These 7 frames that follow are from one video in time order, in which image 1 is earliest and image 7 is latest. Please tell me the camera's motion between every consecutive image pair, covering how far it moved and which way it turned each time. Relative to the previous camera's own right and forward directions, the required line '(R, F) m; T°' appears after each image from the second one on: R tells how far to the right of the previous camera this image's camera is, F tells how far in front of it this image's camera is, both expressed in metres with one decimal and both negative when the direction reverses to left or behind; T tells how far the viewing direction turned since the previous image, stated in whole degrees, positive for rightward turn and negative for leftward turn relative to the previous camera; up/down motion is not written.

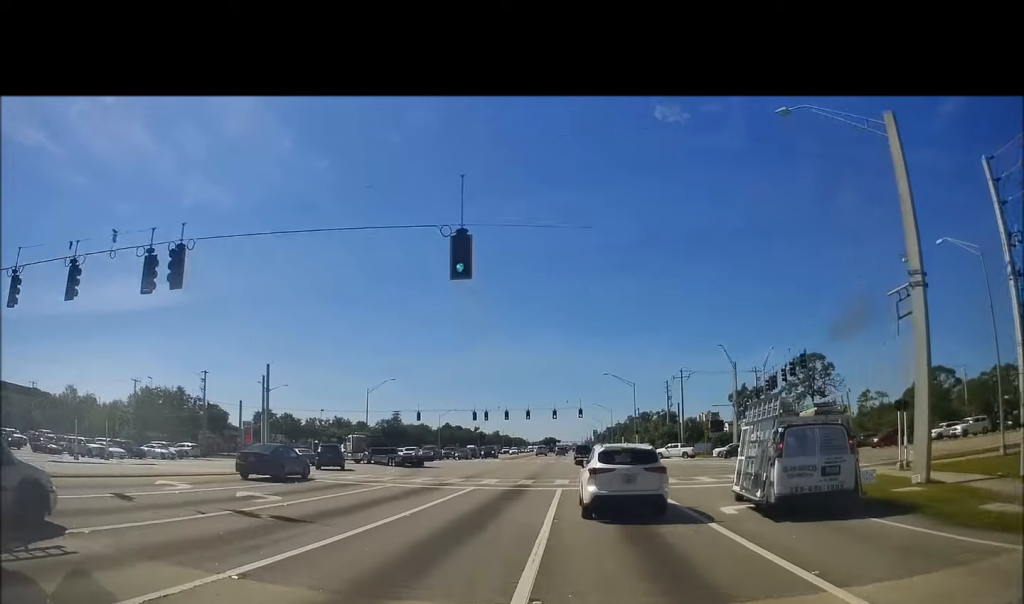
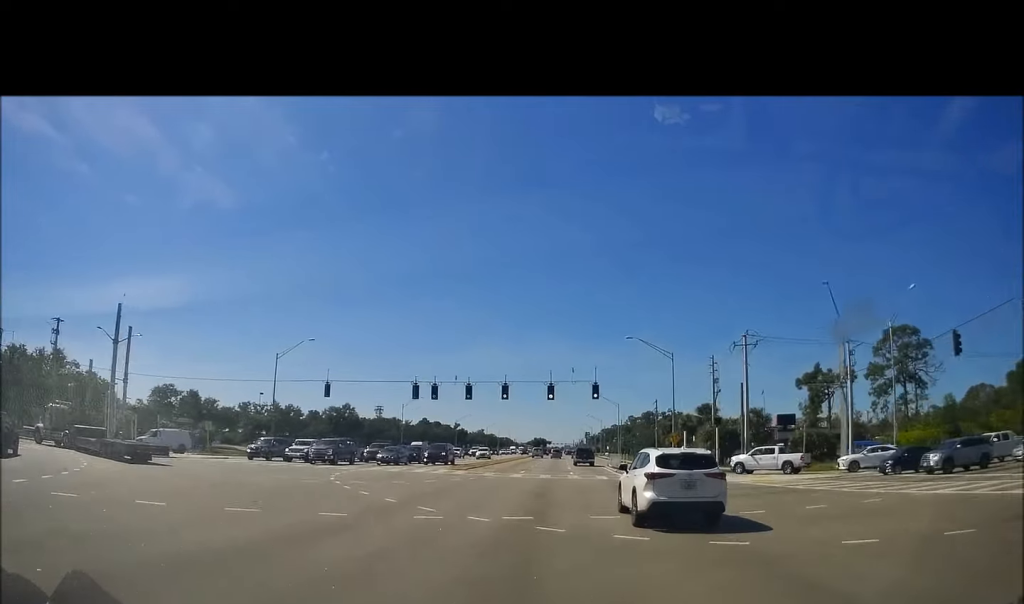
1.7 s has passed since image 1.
(-0.6, +33.8) m; -2°
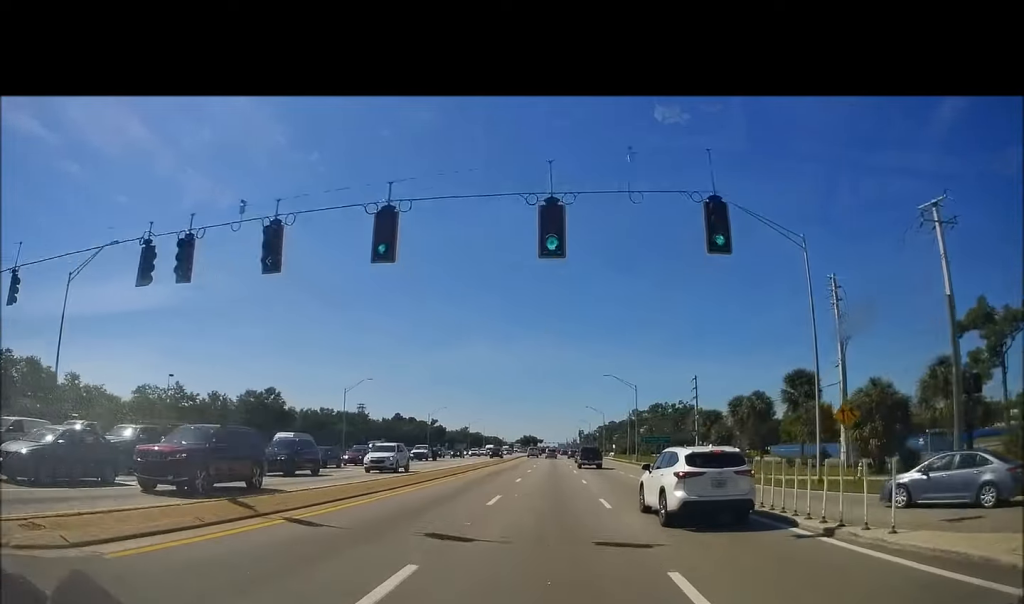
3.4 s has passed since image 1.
(0.0, +36.4) m; 0°
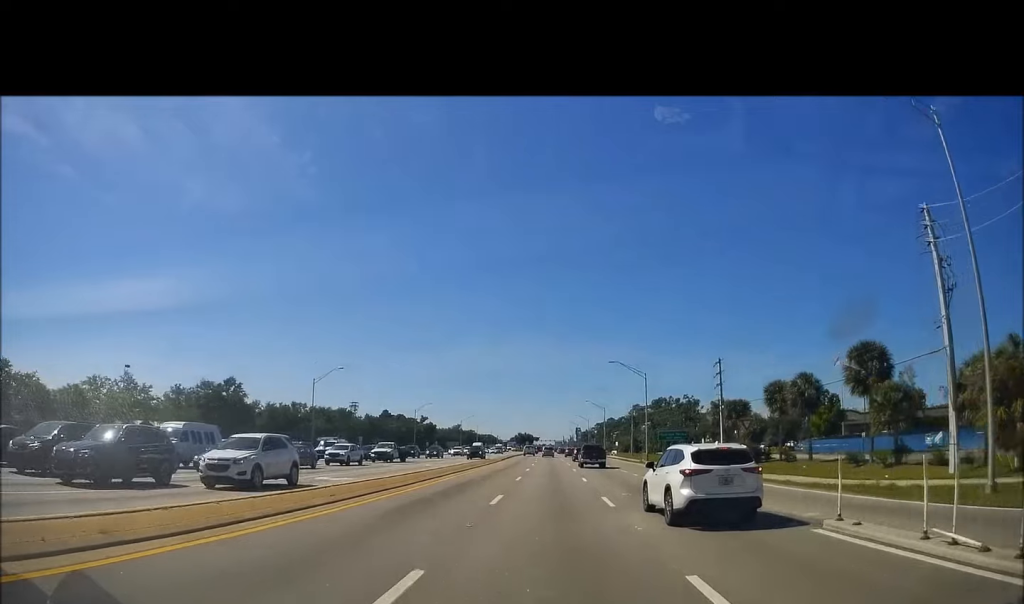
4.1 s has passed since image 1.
(-0.3, +13.9) m; +2°
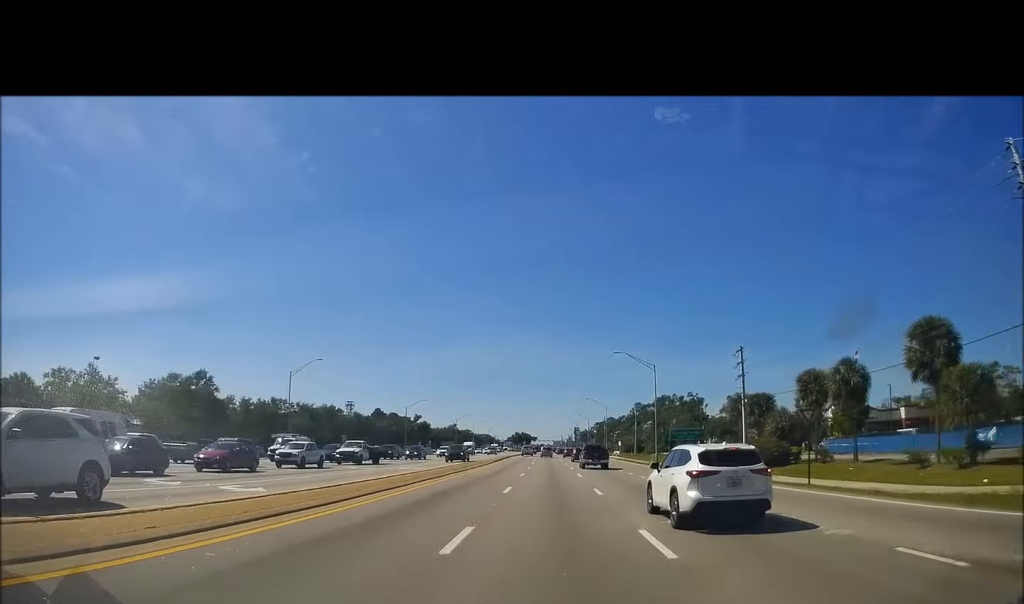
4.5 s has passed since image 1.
(-0.3, +9.0) m; +1°
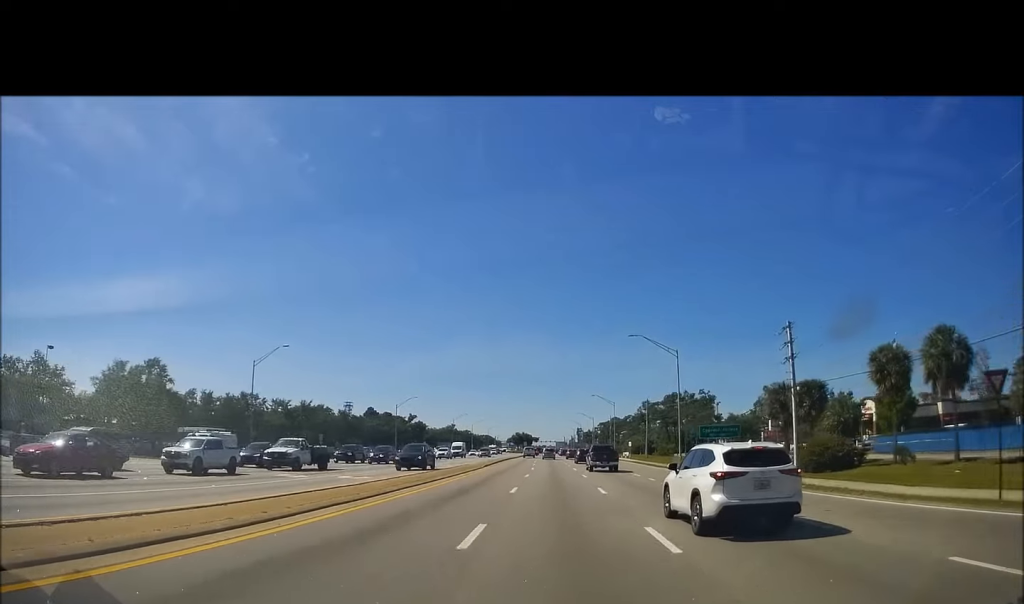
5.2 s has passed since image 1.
(+0.9, +12.5) m; +1°
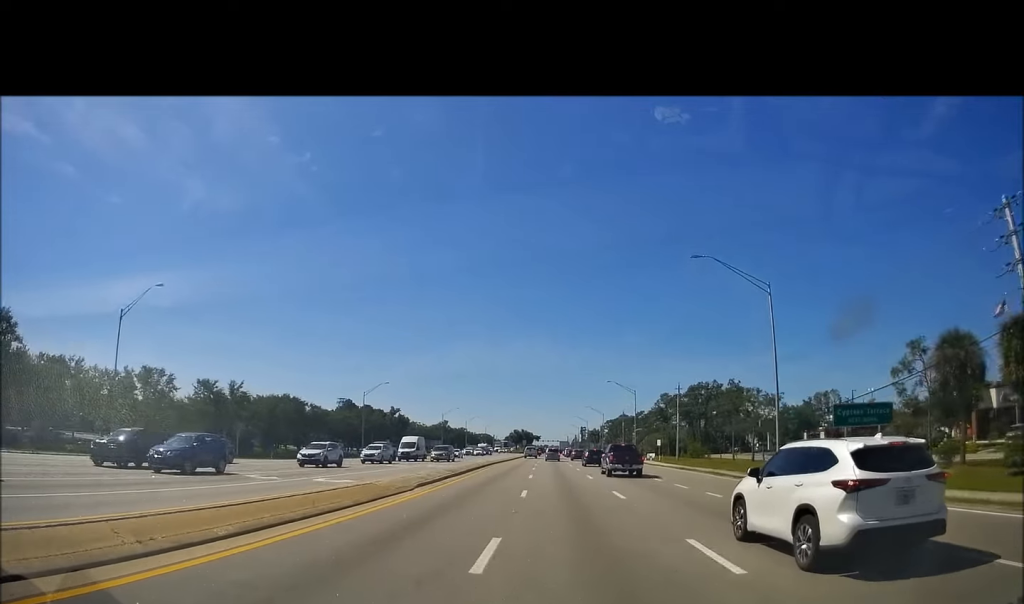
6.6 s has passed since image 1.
(-0.6, +26.9) m; -3°
